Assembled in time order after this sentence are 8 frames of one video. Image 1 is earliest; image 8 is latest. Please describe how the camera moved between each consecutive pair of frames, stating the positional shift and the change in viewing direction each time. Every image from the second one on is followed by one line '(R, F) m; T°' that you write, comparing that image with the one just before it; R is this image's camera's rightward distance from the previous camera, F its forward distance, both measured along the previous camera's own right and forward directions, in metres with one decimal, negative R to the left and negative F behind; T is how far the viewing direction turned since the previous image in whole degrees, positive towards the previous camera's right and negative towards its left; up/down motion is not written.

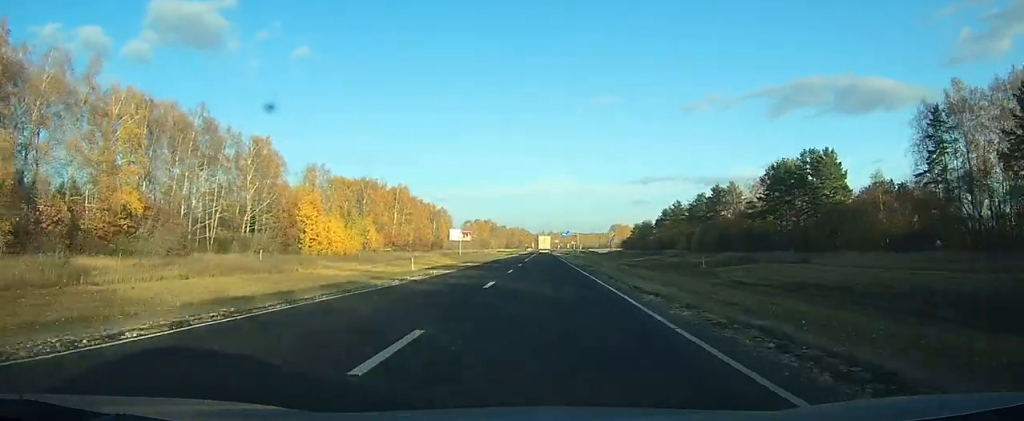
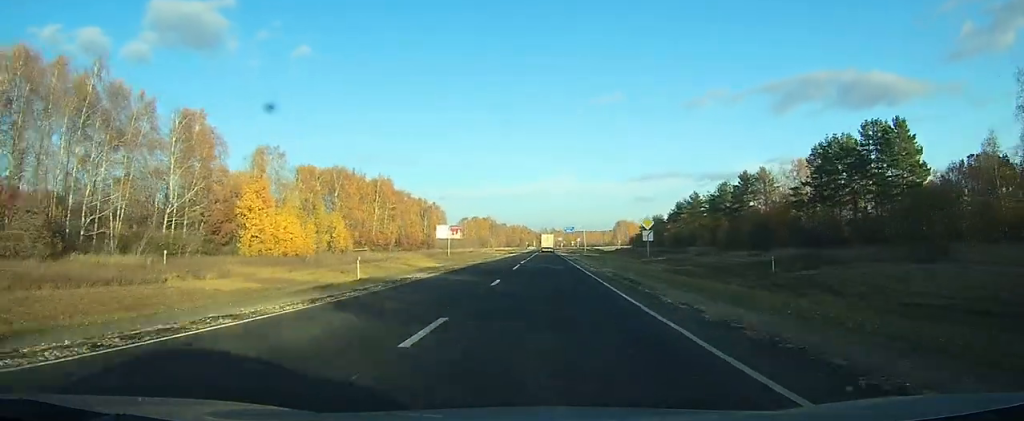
(0.0, +21.8) m; 0°
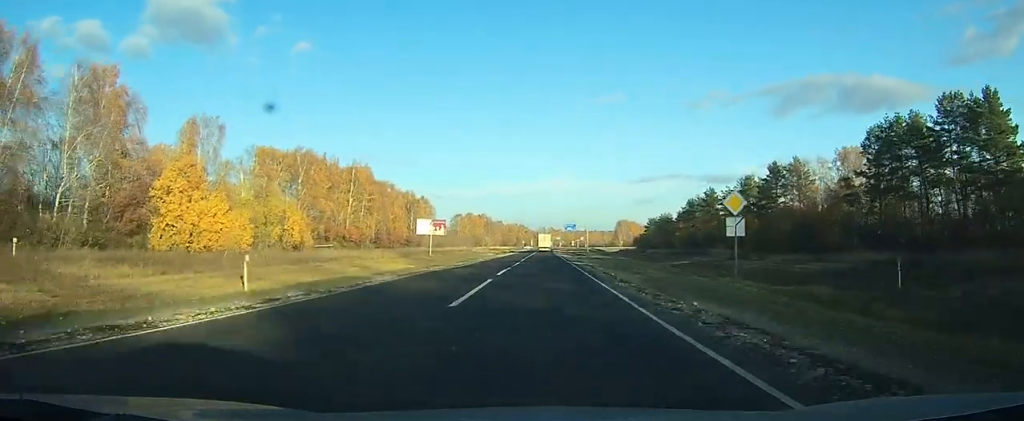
(0.0, +19.1) m; 0°
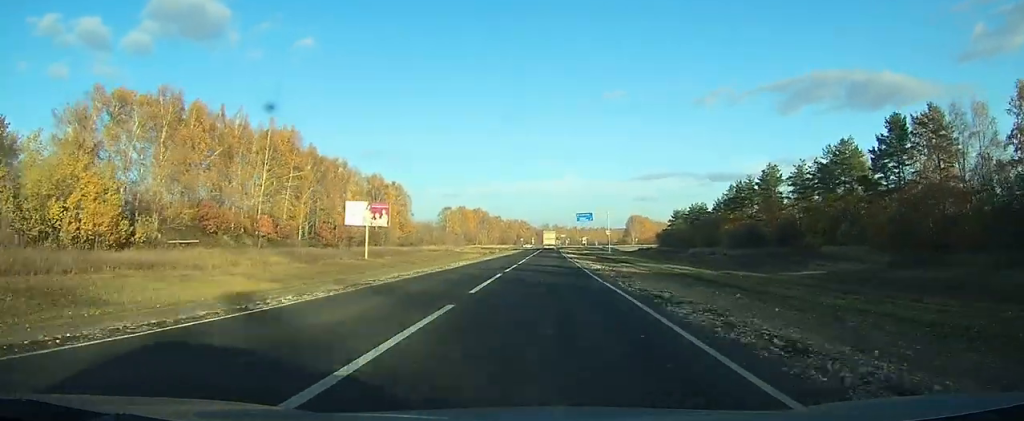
(-0.1, +42.1) m; 0°
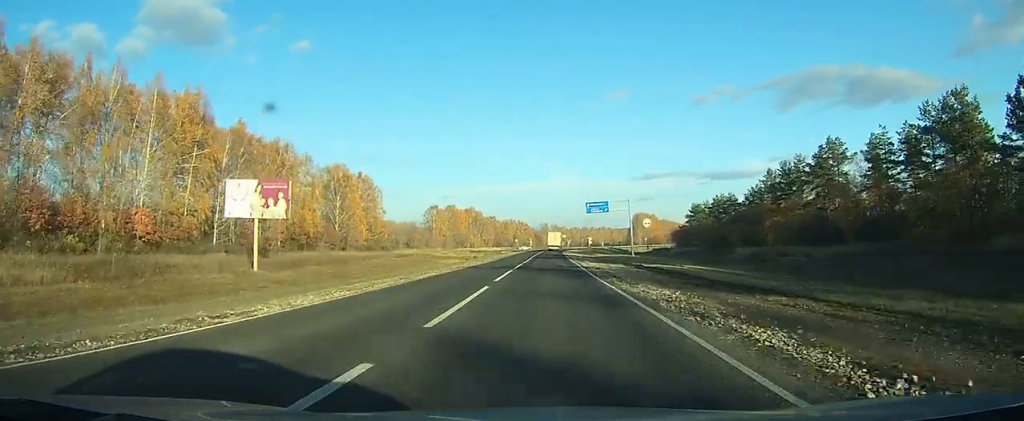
(+0.1, +28.7) m; 0°
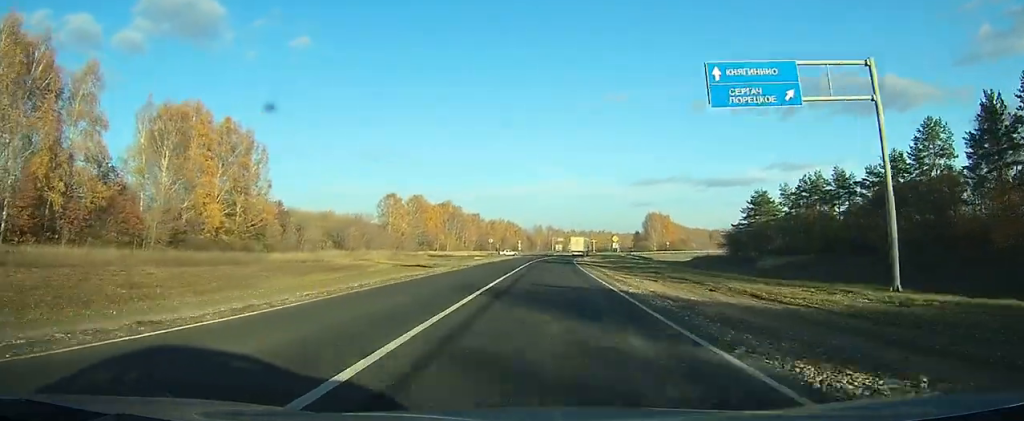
(+0.3, +62.7) m; +1°
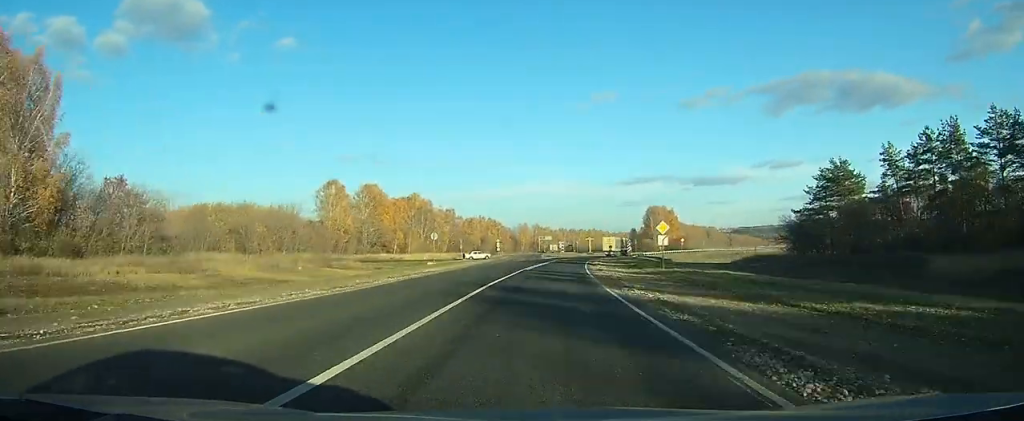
(+0.3, +40.1) m; +2°
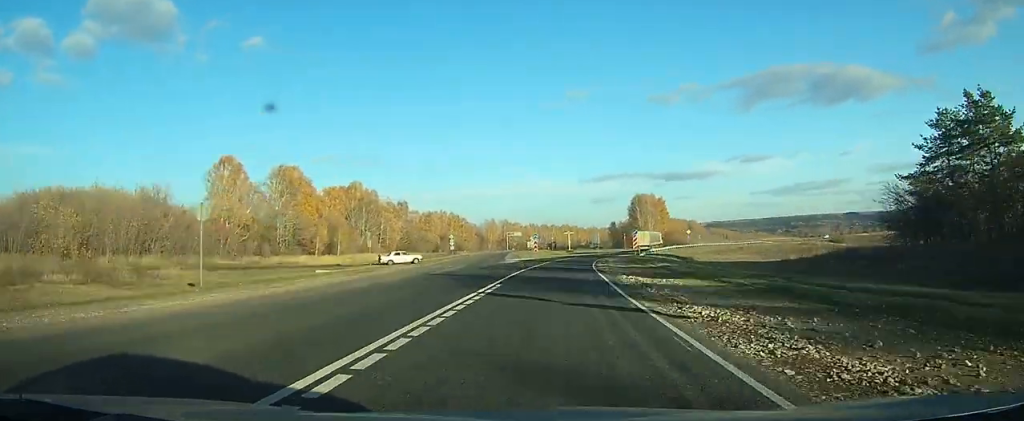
(+0.8, +35.5) m; +3°
